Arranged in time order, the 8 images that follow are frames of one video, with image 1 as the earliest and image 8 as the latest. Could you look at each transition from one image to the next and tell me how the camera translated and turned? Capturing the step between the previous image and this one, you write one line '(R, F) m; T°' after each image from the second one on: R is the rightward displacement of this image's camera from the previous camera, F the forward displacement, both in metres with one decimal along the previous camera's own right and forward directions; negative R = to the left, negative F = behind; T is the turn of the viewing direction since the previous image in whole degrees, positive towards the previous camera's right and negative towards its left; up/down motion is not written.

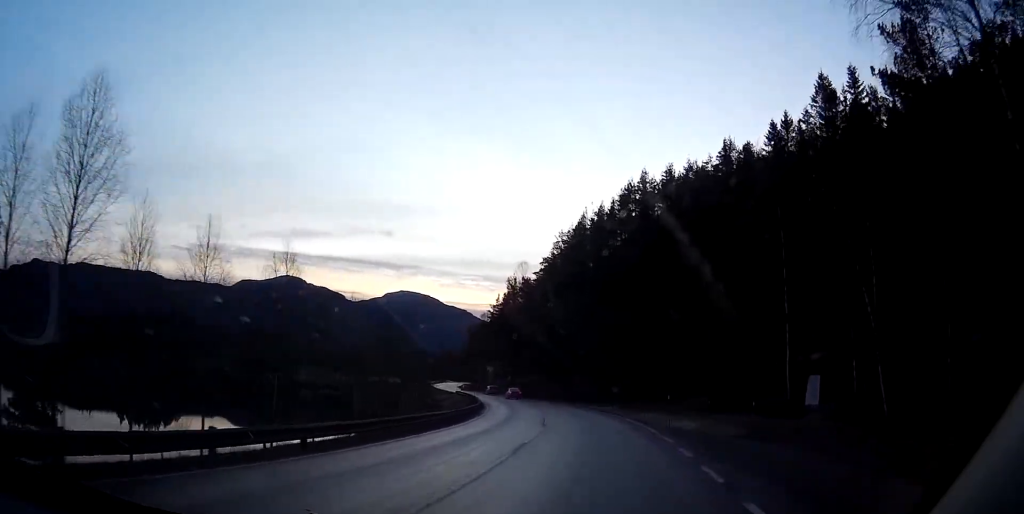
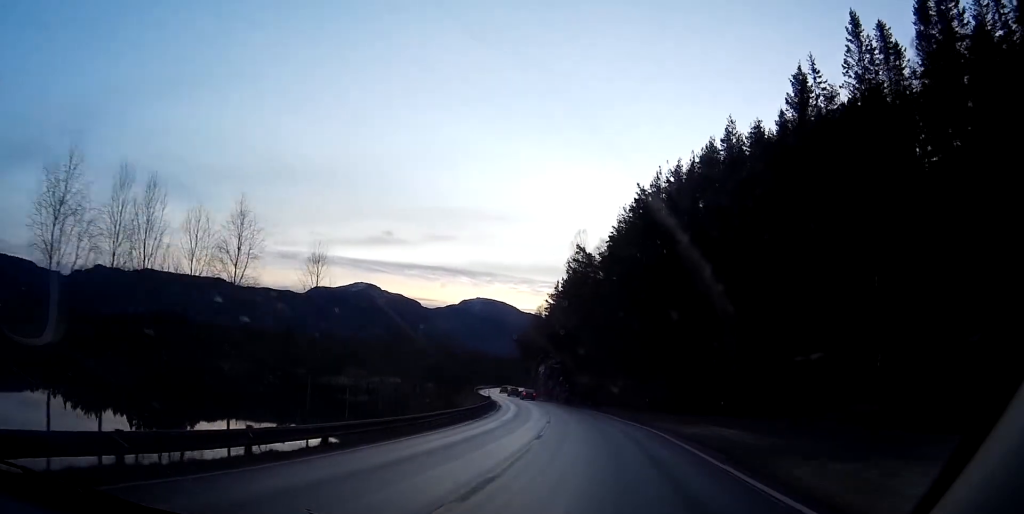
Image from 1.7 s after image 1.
(-2.1, +31.4) m; -5°
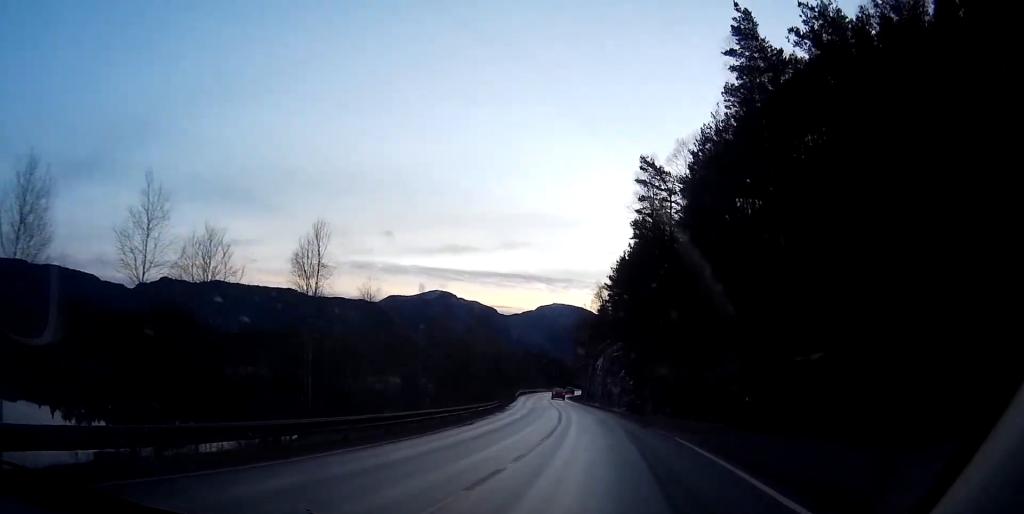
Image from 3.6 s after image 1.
(-1.4, +35.6) m; -5°
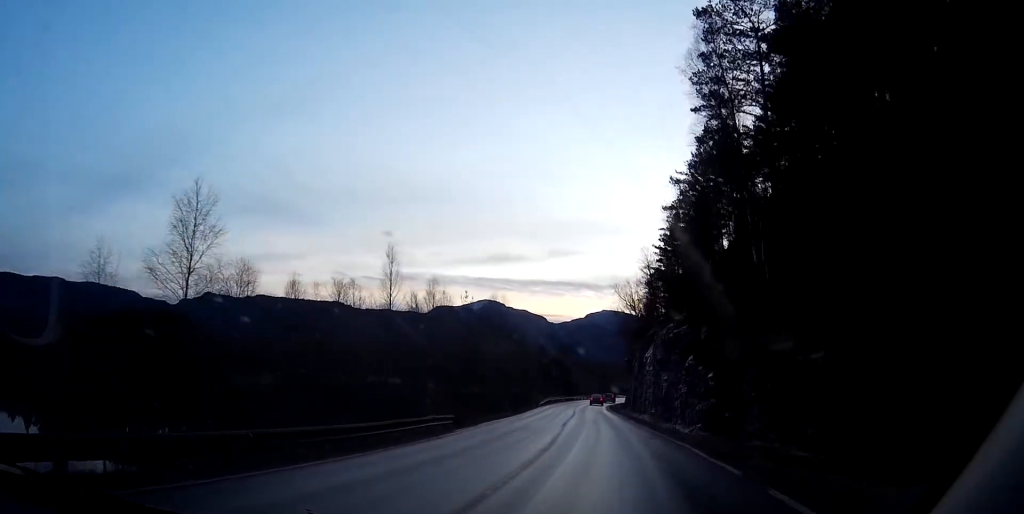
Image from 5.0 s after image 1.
(-0.6, +27.6) m; -4°
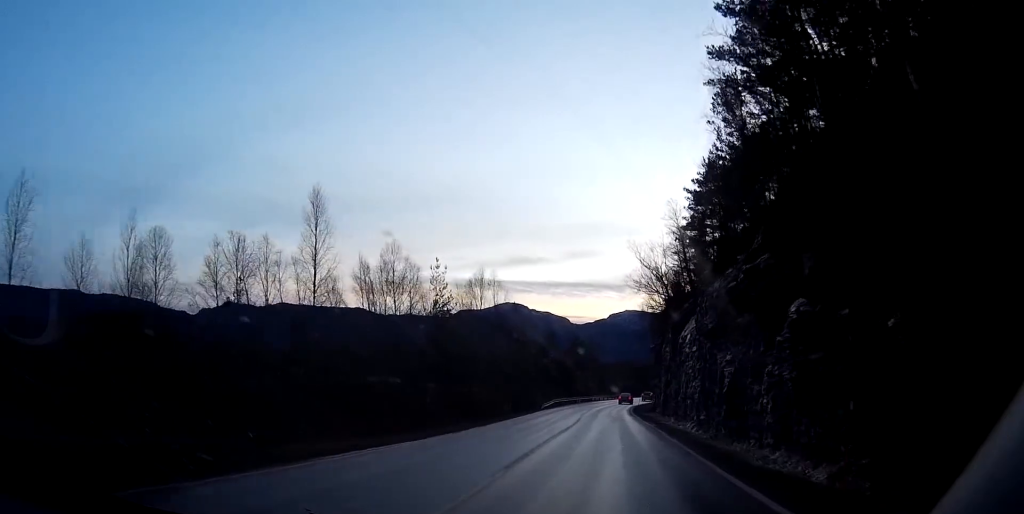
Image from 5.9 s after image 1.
(-0.7, +19.4) m; -3°
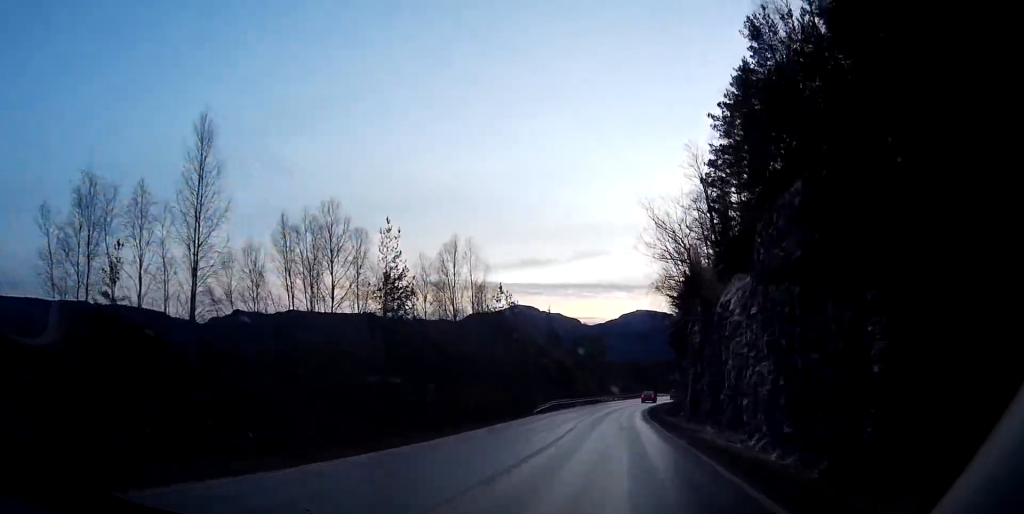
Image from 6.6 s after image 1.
(-0.1, +14.1) m; -1°
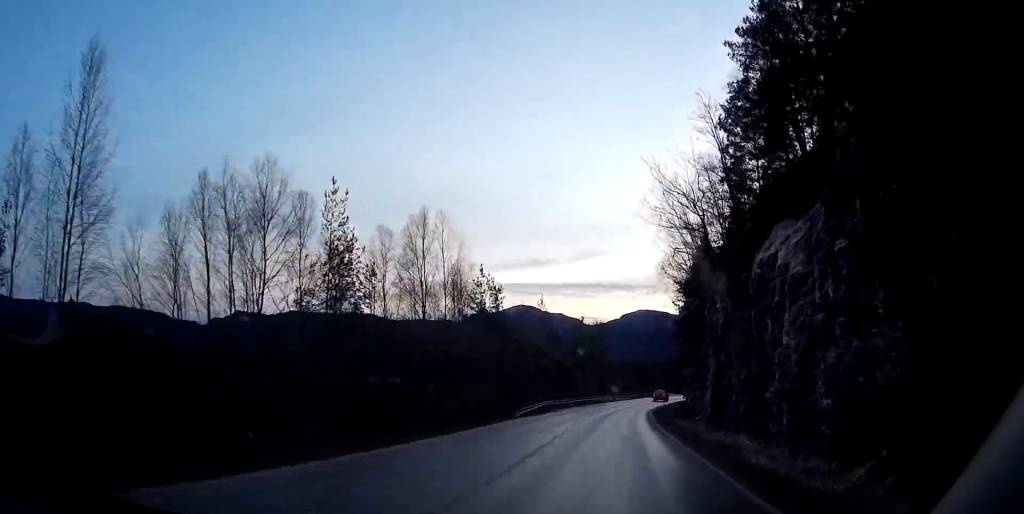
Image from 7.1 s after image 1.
(-0.1, +8.6) m; -1°
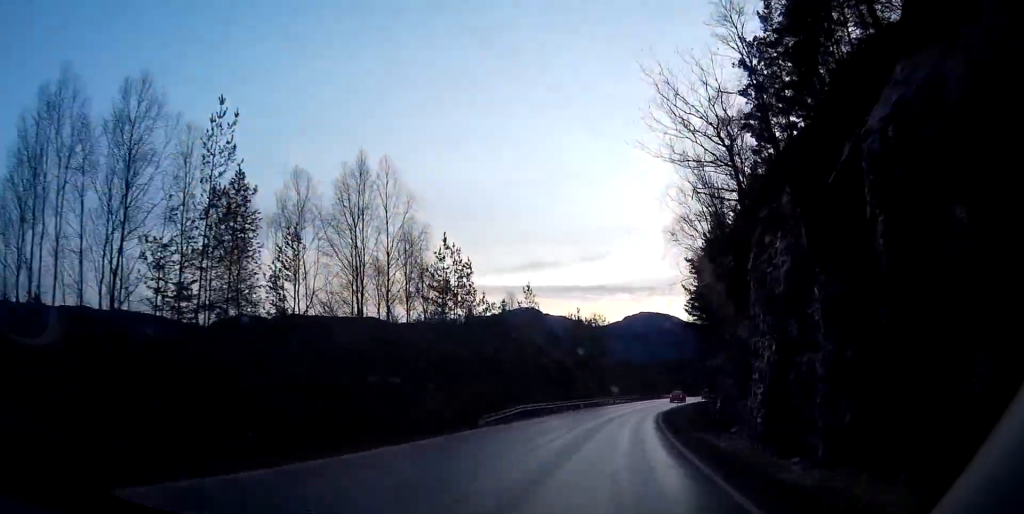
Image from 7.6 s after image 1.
(0.0, +11.3) m; -1°
